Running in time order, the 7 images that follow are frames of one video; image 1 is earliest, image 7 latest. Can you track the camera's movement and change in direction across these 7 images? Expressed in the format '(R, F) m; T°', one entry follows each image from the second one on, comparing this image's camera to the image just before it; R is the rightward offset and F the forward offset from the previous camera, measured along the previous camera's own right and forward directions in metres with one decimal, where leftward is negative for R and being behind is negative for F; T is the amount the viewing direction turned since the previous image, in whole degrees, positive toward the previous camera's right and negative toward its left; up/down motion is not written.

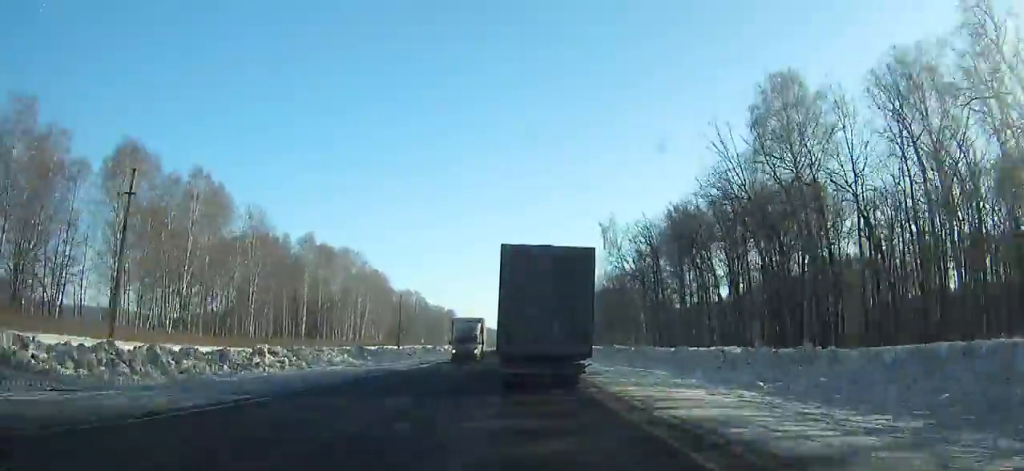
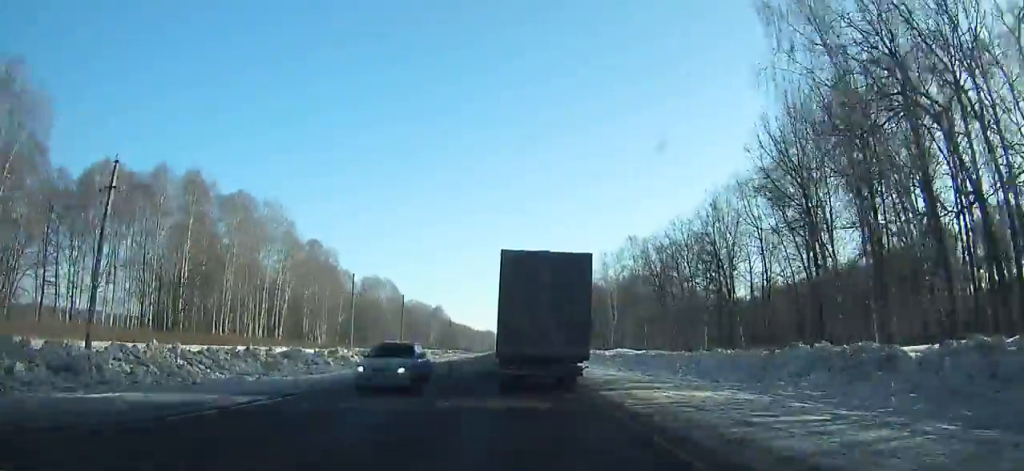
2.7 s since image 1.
(0.0, +63.7) m; 0°
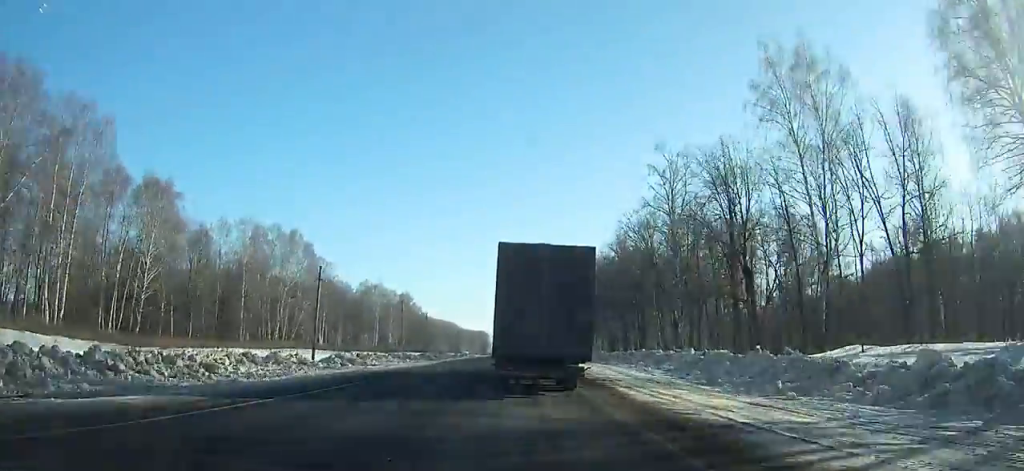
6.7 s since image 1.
(-0.3, +98.6) m; -1°
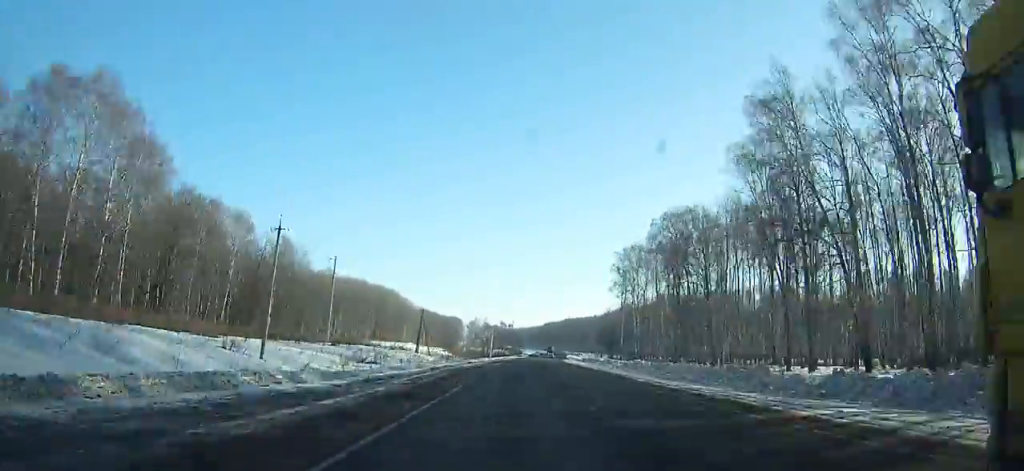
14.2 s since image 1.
(+2.8, +210.0) m; +4°
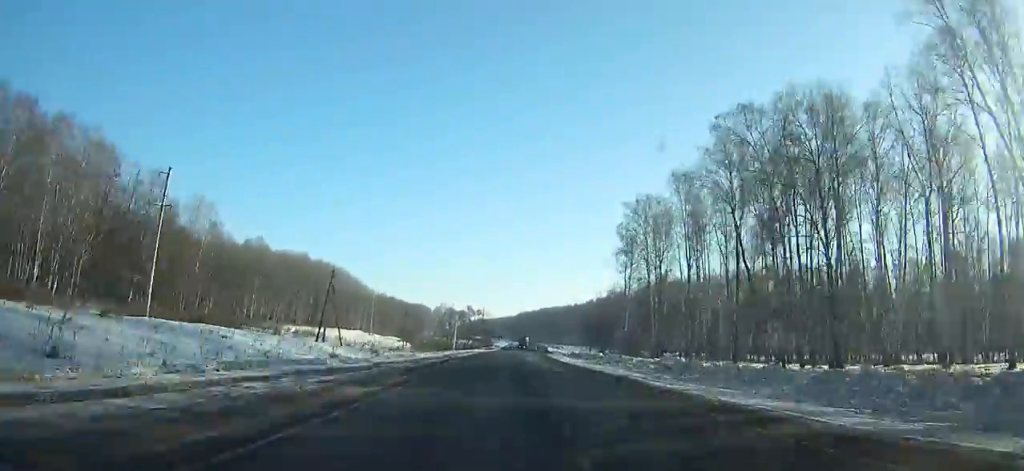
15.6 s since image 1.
(+0.8, +42.1) m; +2°
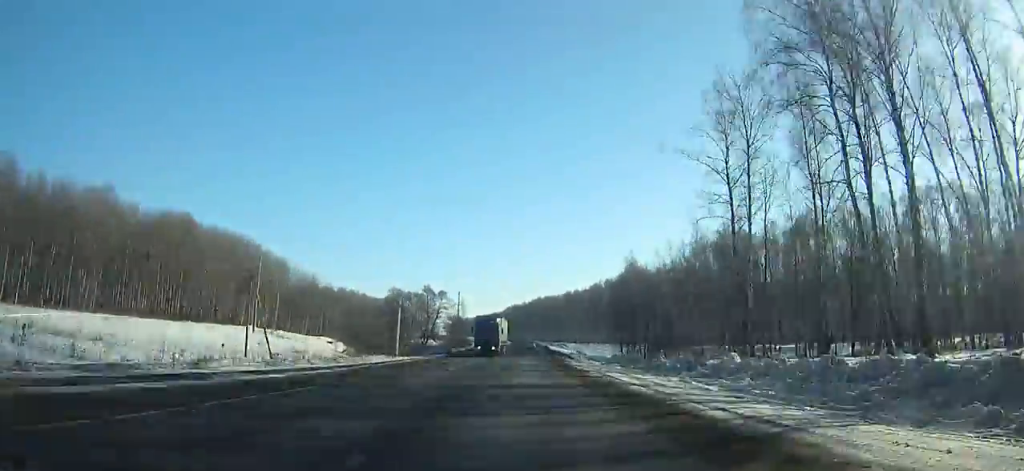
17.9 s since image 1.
(+1.4, +70.1) m; +2°
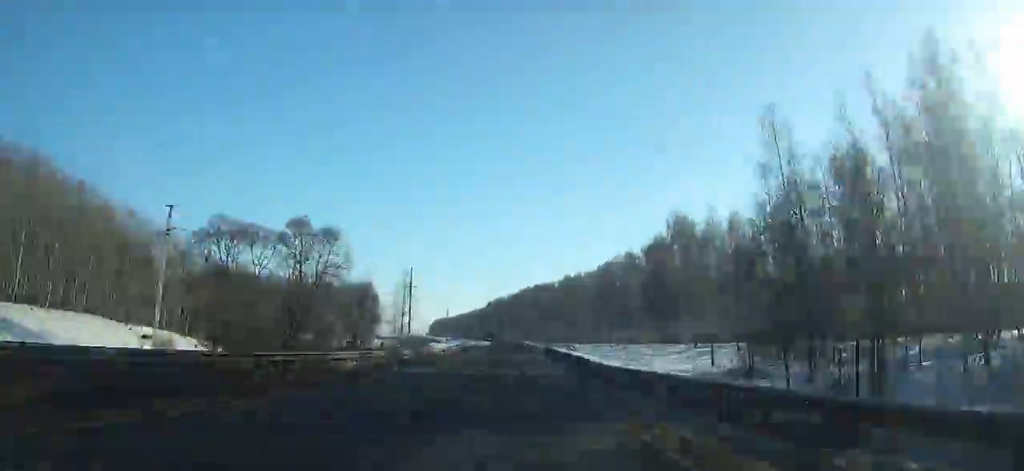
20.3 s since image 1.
(+0.9, +73.1) m; +1°
